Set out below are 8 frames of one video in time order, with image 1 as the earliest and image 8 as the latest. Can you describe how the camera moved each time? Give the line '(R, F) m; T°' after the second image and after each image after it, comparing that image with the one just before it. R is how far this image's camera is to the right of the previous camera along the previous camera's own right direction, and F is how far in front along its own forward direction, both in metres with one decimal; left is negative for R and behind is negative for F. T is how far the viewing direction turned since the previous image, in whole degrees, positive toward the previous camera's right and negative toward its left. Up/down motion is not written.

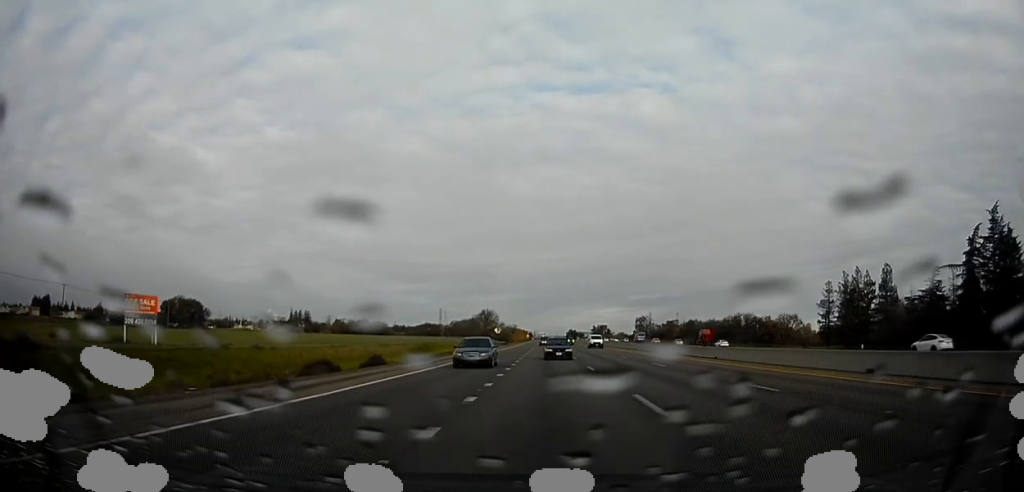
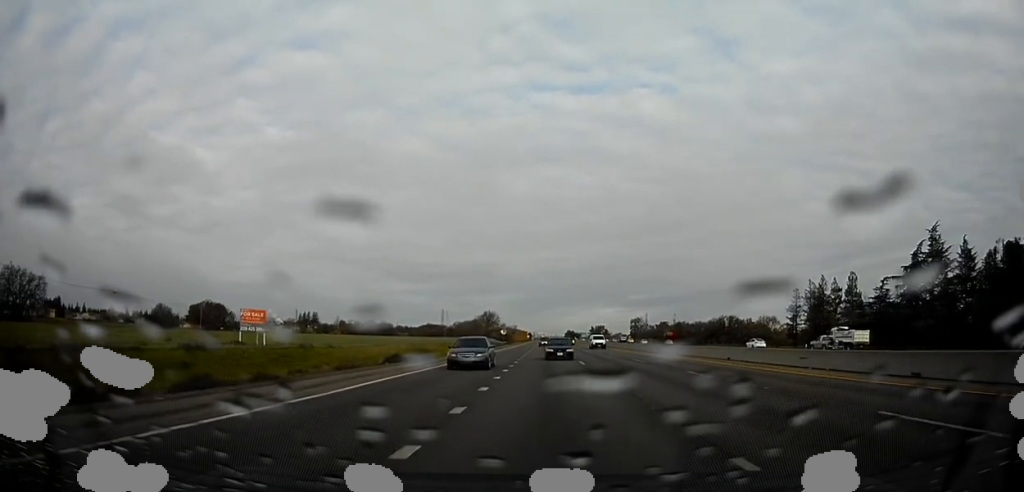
(+0.2, +21.9) m; 0°
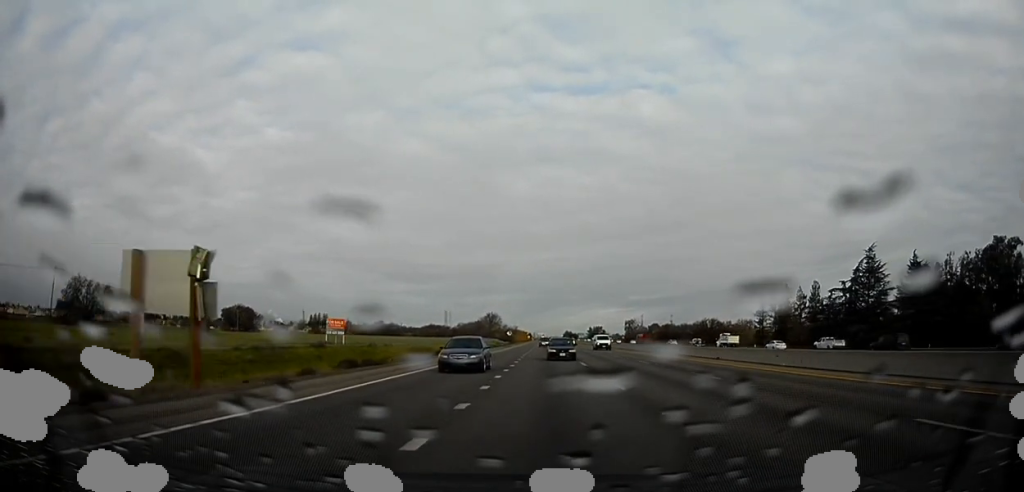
(-0.1, +27.1) m; 0°
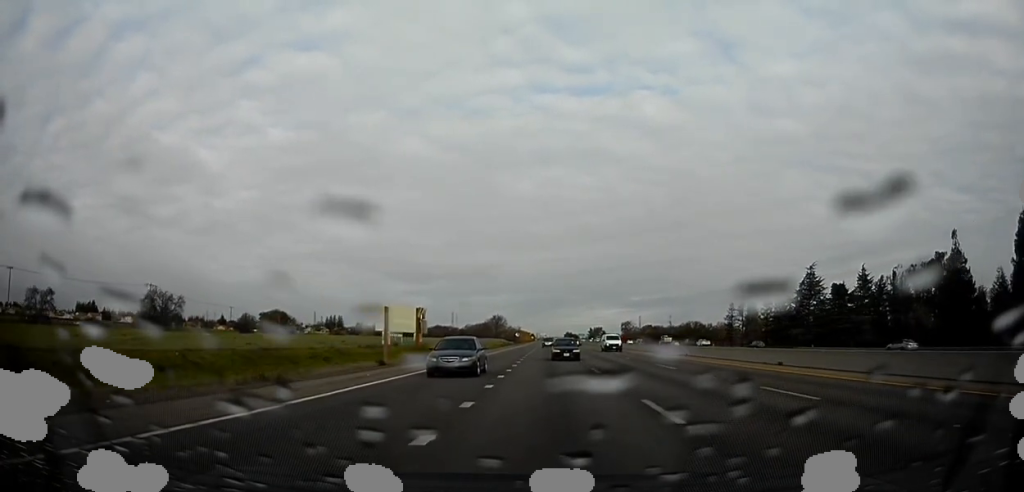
(+0.1, +37.3) m; 0°
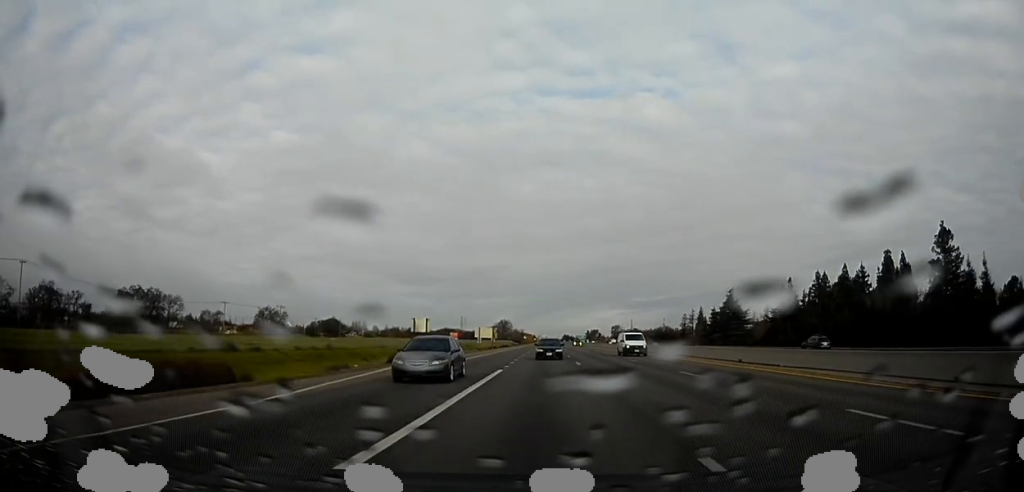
(-0.4, +81.2) m; 0°
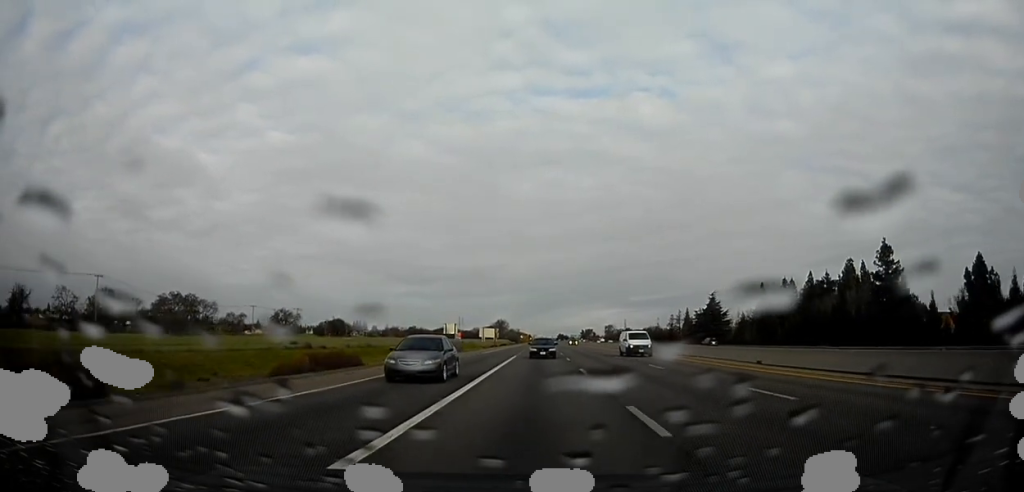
(+0.1, +19.9) m; 0°
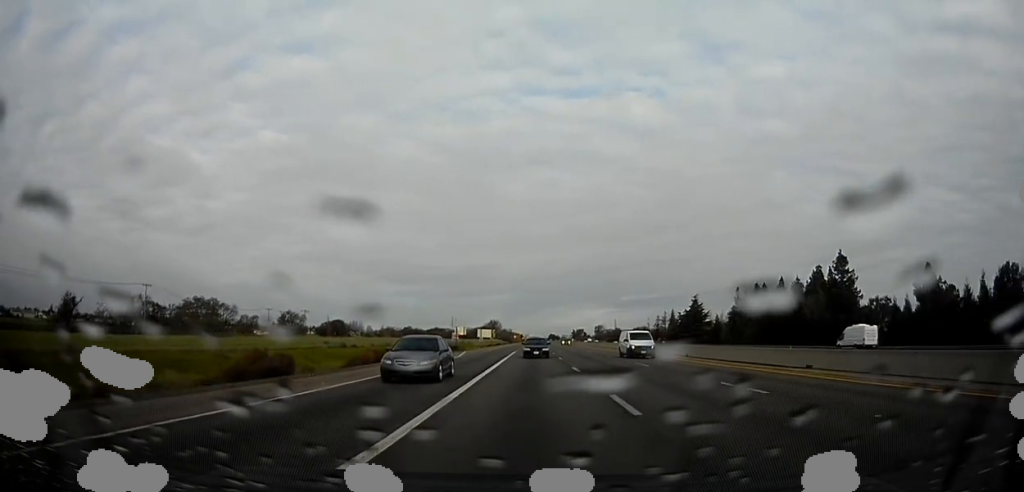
(-0.3, +16.9) m; 0°
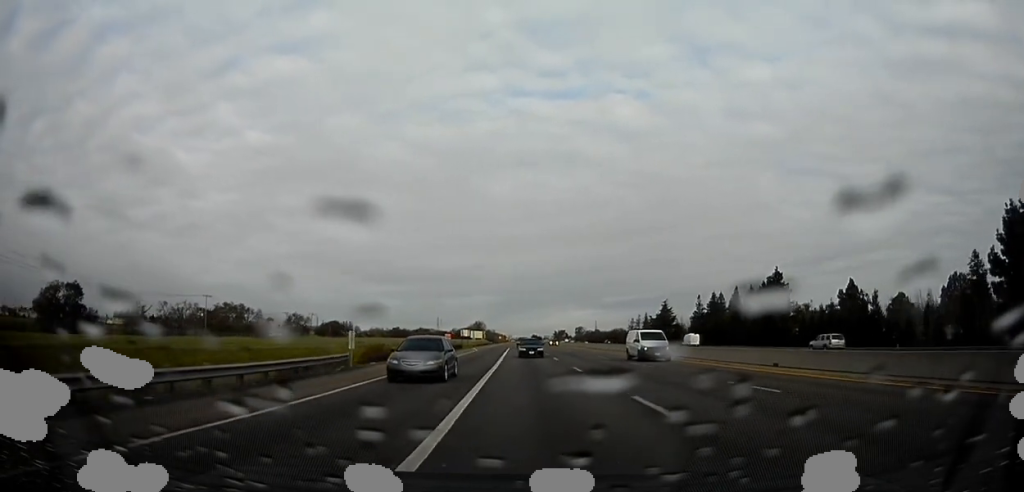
(+0.4, +29.2) m; +1°
